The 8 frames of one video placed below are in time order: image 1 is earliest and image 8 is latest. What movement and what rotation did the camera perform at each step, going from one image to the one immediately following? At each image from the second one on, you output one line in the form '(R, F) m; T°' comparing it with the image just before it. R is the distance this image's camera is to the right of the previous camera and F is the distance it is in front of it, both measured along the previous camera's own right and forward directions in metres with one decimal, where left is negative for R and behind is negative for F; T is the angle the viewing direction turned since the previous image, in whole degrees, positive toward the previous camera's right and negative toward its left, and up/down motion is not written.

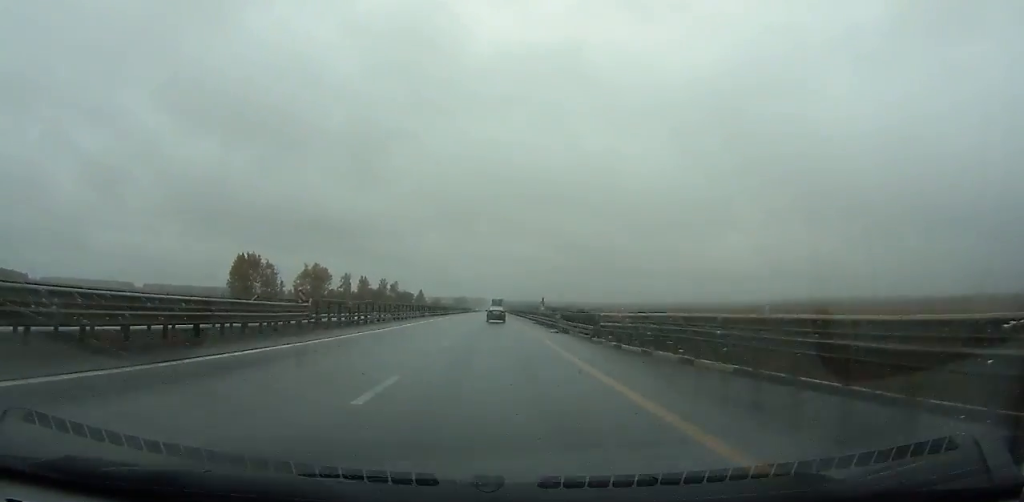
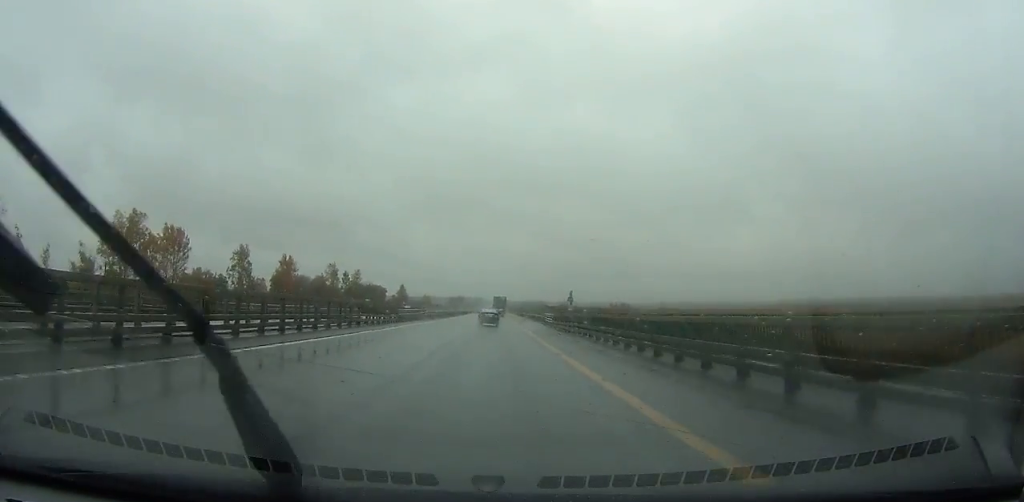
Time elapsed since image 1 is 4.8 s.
(+0.5, +141.3) m; 0°
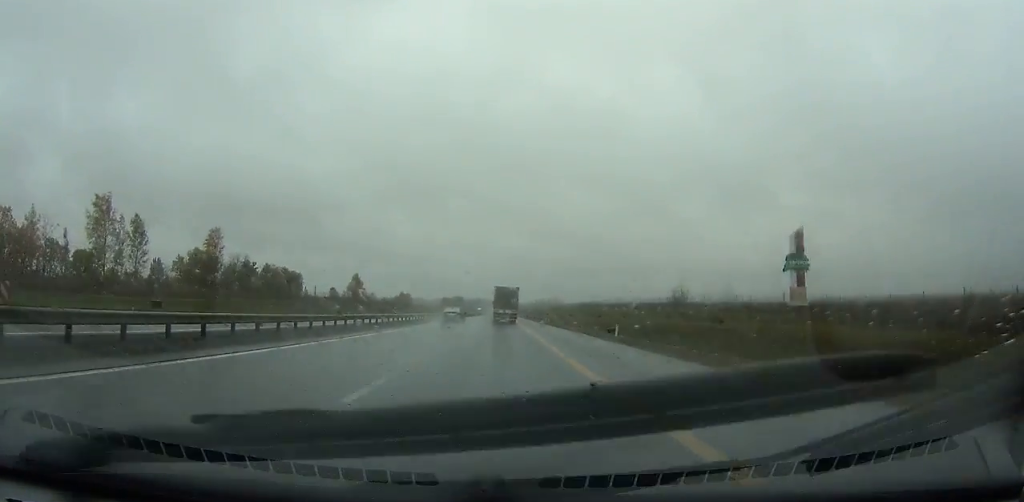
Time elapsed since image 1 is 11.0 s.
(-0.3, +184.3) m; -1°
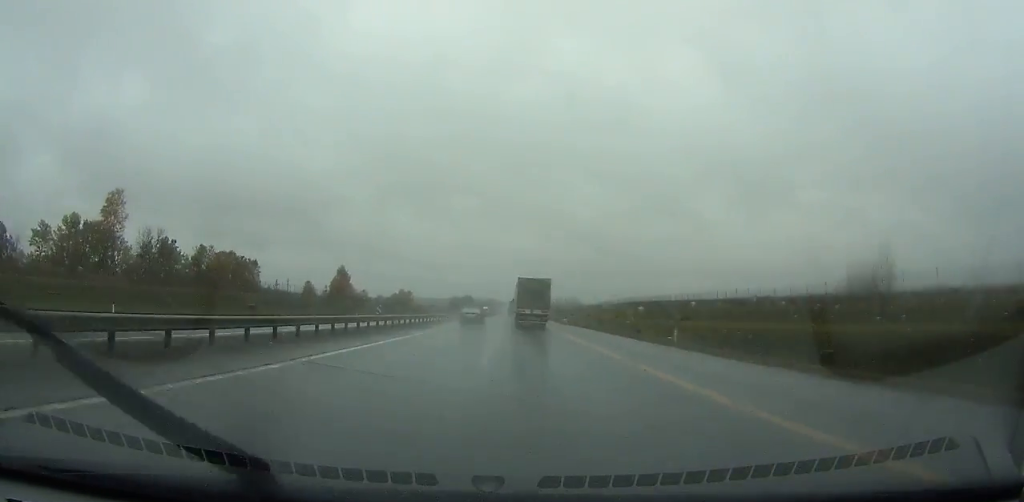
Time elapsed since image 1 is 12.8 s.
(-0.4, +53.3) m; 0°
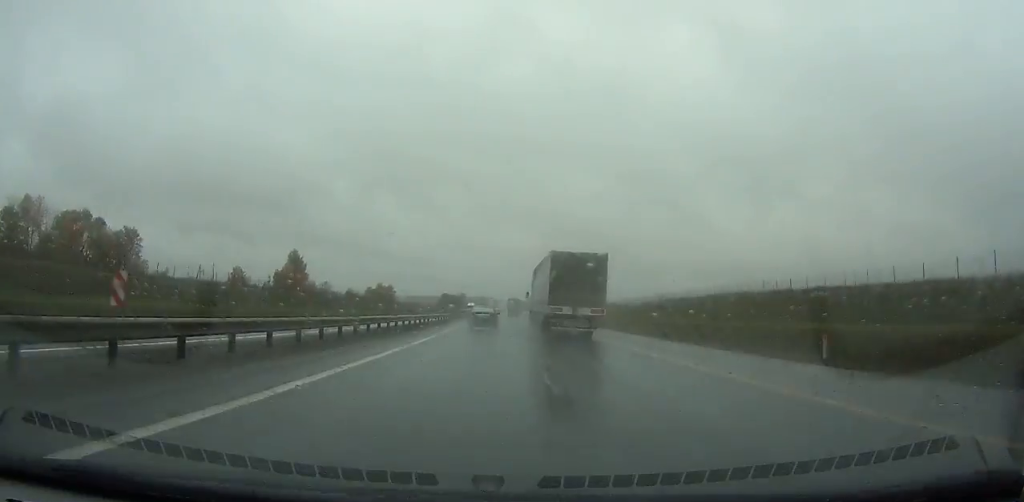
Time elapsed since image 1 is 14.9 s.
(-0.1, +61.5) m; 0°
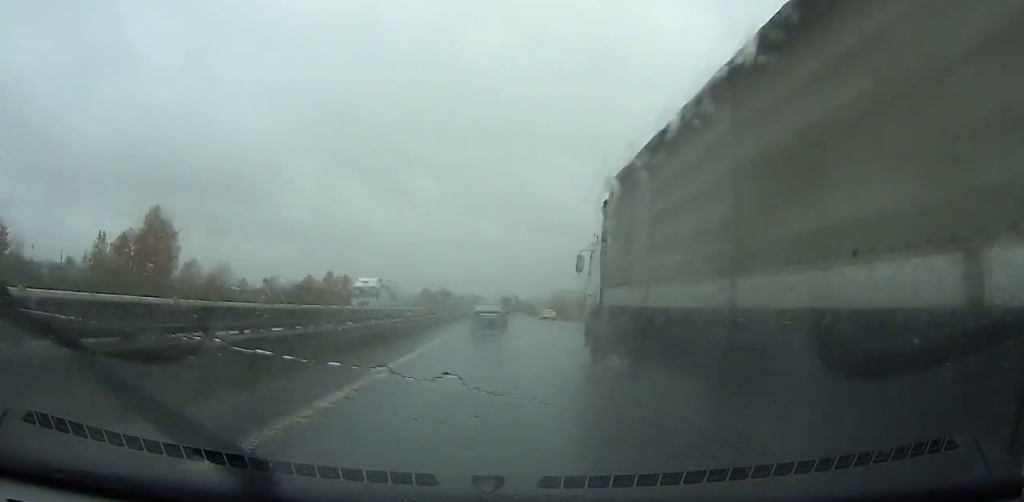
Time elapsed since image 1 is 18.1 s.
(+0.3, +91.4) m; 0°
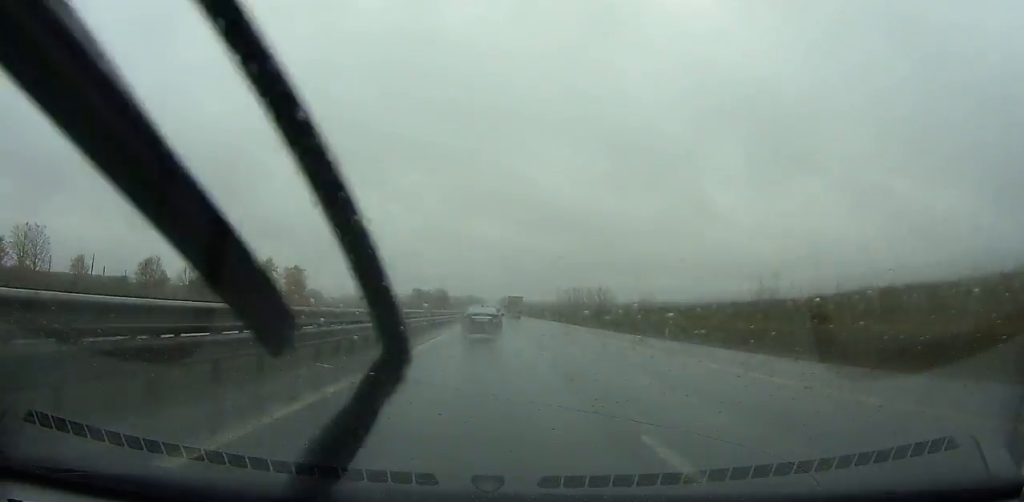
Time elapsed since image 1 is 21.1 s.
(+0.3, +82.6) m; 0°
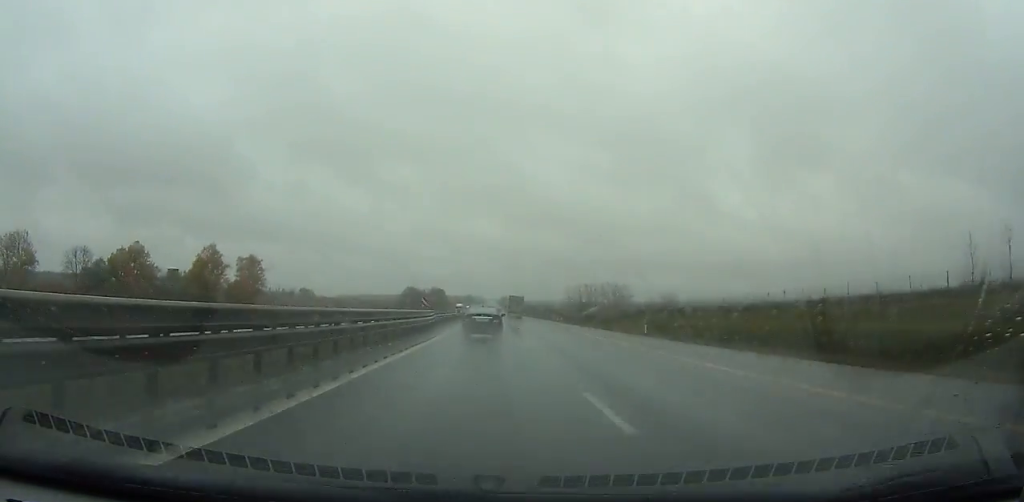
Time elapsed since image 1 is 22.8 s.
(+0.1, +45.9) m; 0°
